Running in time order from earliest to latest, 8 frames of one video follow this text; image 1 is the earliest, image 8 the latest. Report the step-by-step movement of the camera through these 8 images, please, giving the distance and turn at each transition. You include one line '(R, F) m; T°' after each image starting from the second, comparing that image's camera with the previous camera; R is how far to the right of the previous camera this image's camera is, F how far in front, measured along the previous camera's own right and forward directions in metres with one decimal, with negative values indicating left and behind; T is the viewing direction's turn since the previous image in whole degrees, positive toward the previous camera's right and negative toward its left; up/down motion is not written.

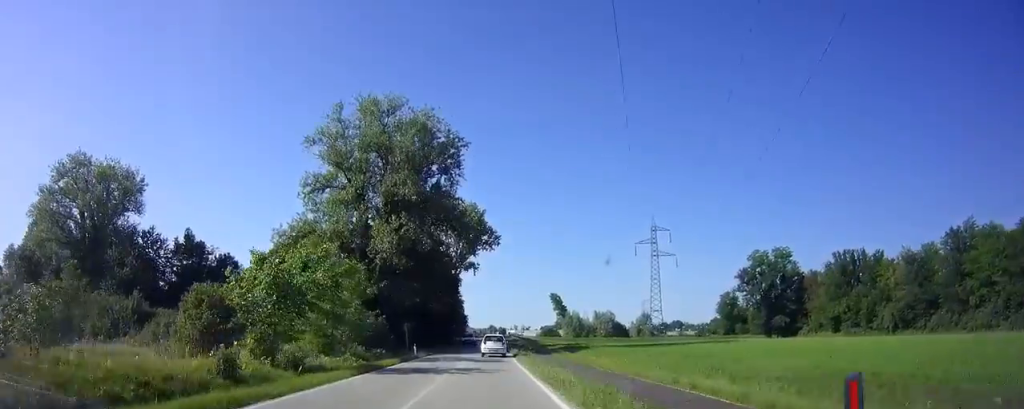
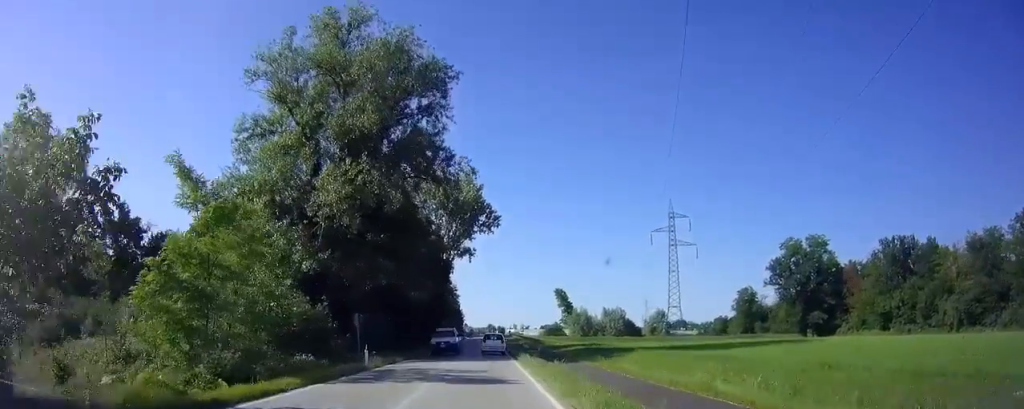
(0.0, +12.8) m; 0°
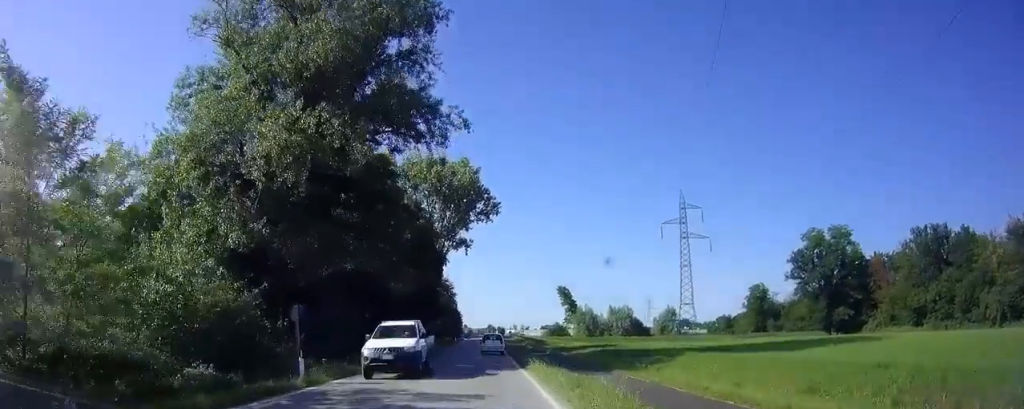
(0.0, +7.7) m; 0°
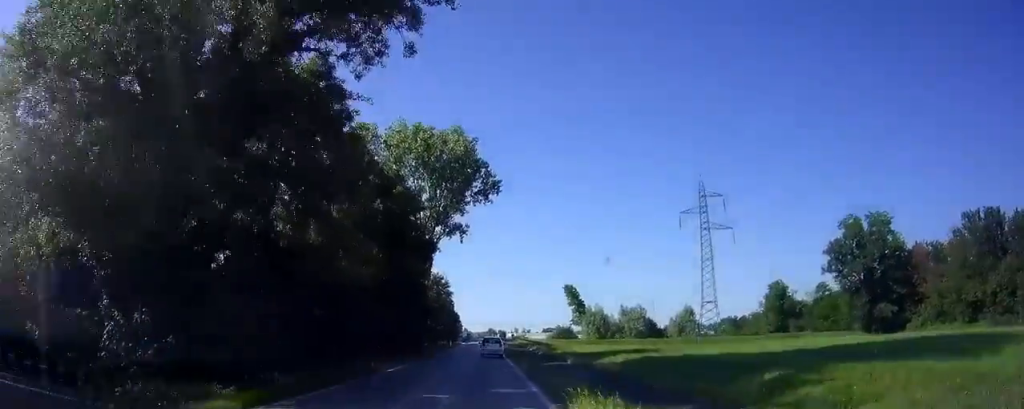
(0.0, +10.7) m; 0°
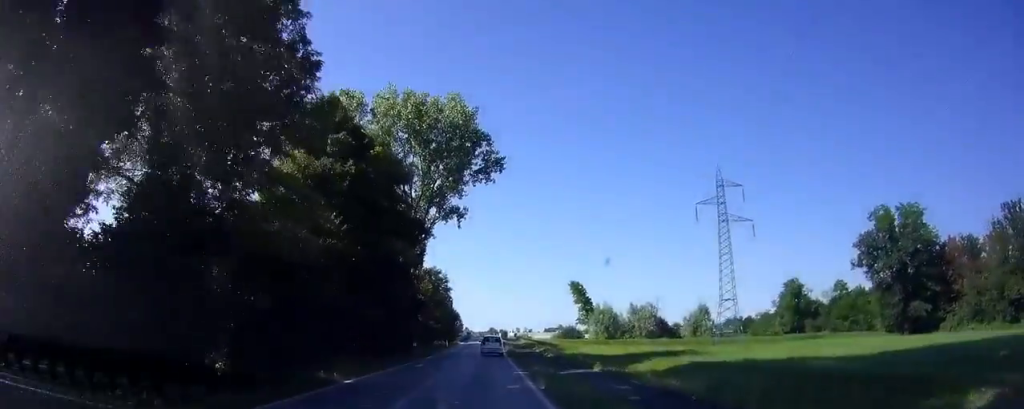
(0.0, +7.2) m; 0°
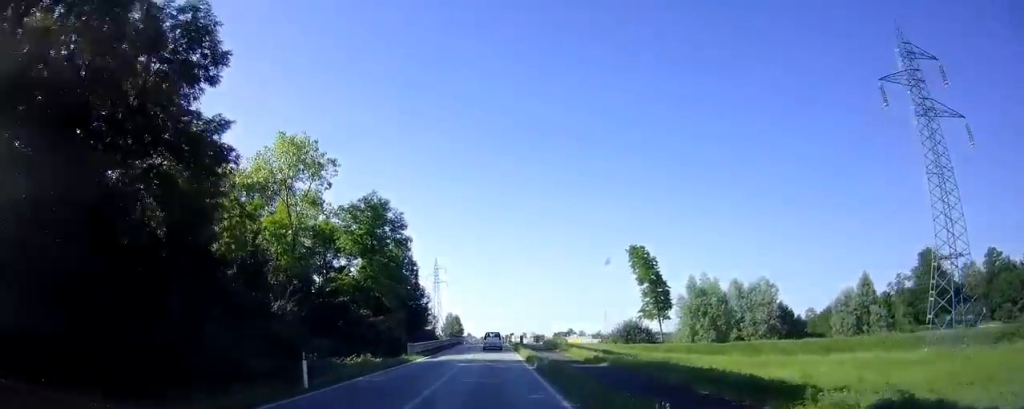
(0.0, +48.1) m; +1°
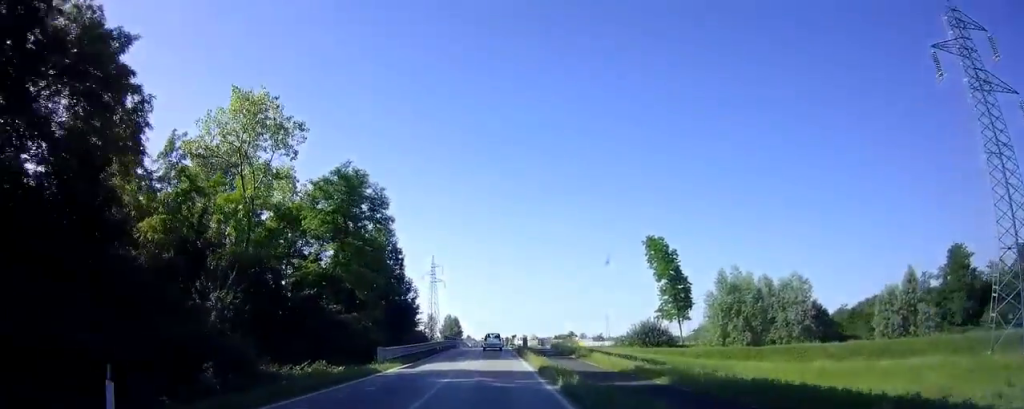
(+0.1, +8.1) m; 0°
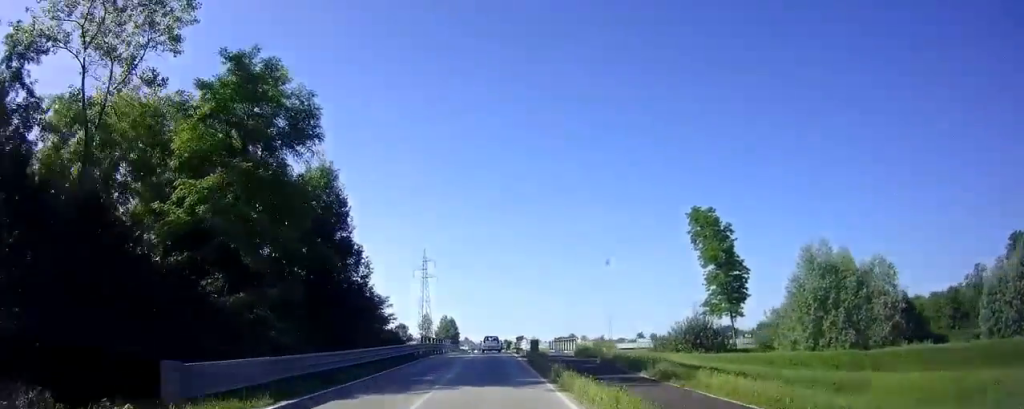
(-0.1, +14.8) m; 0°
